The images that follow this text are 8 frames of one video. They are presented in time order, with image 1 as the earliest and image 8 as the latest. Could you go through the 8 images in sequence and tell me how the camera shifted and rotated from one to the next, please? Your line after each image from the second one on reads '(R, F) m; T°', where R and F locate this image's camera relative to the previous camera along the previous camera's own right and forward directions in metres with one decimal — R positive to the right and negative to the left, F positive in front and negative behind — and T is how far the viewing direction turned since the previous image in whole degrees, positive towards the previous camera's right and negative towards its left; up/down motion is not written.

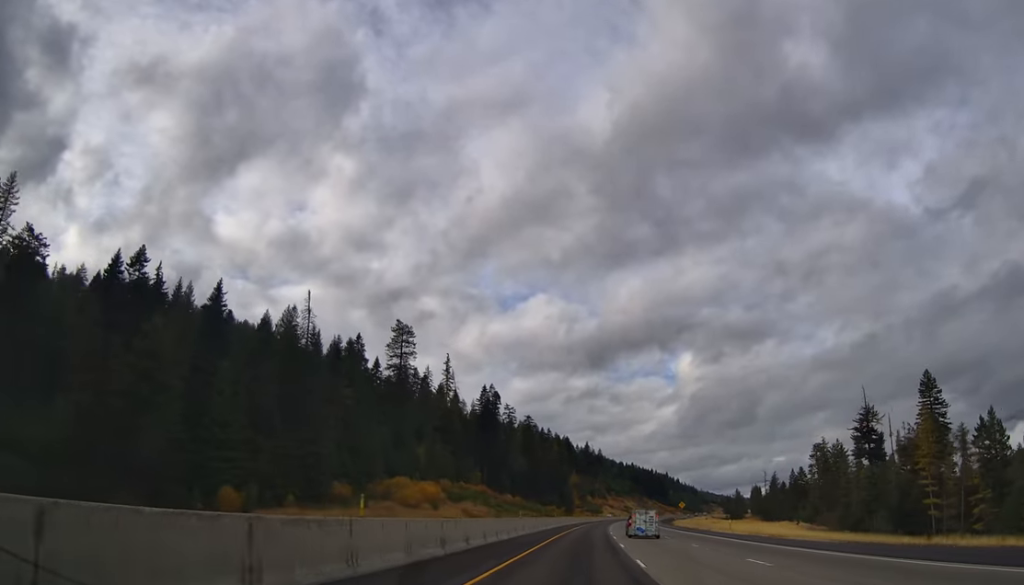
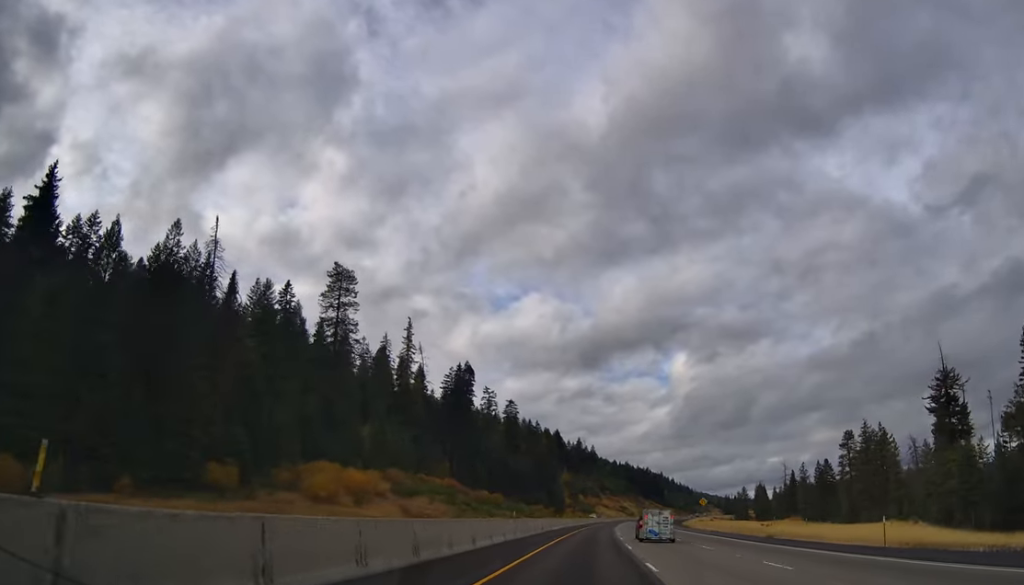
(-0.3, +38.7) m; 0°
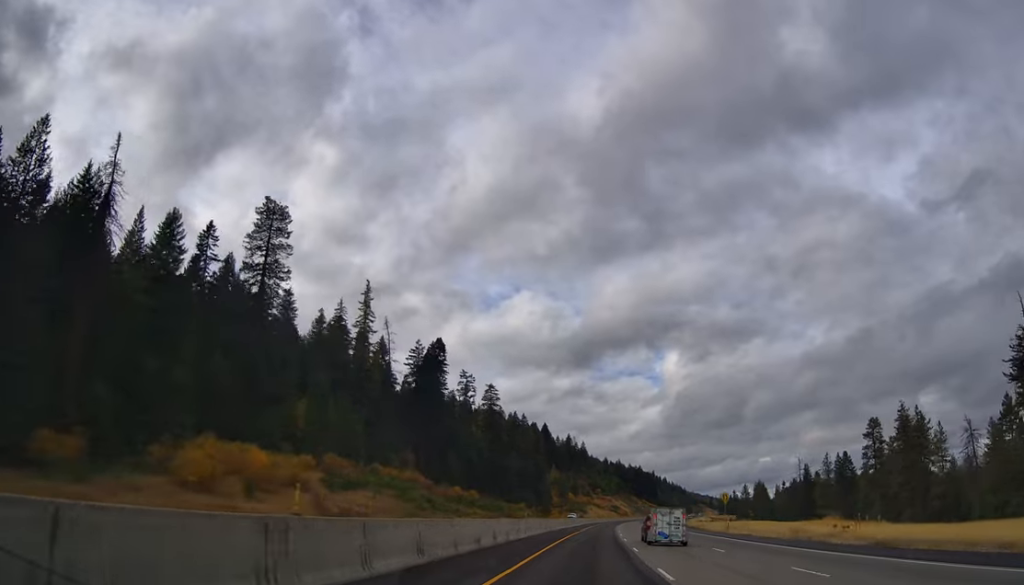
(+0.3, +27.1) m; +1°
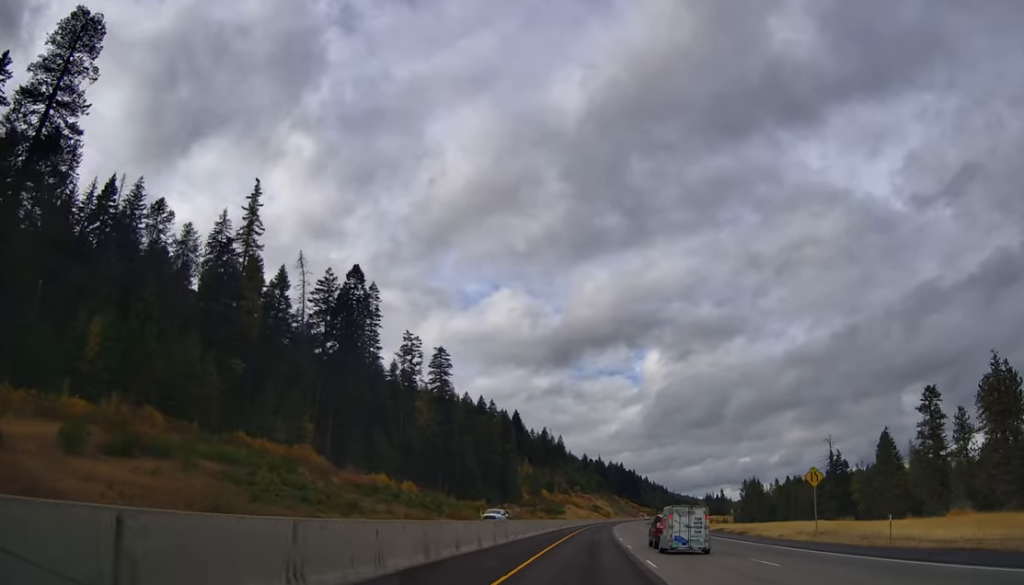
(+0.6, +44.7) m; +2°
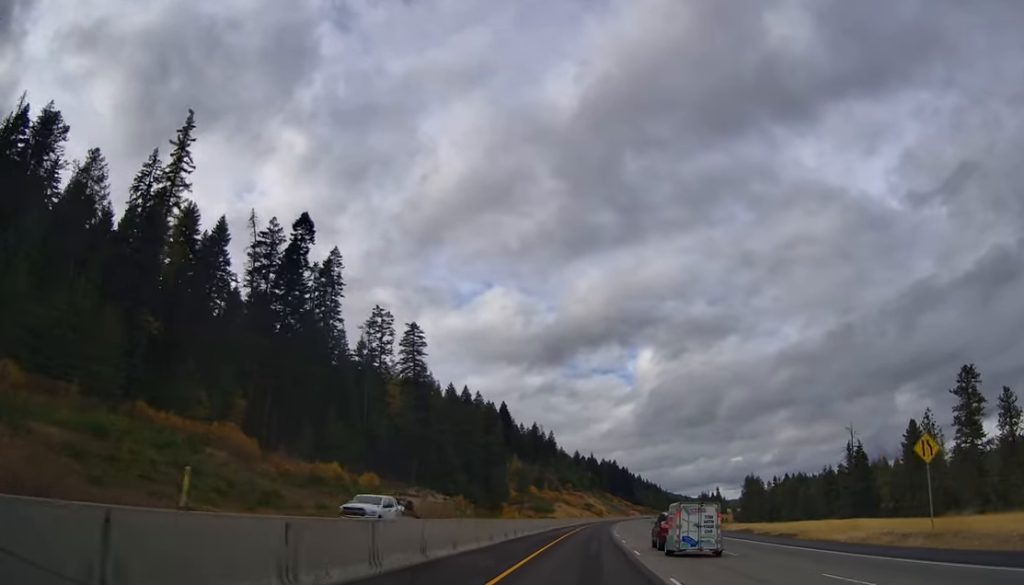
(+0.3, +19.1) m; +1°
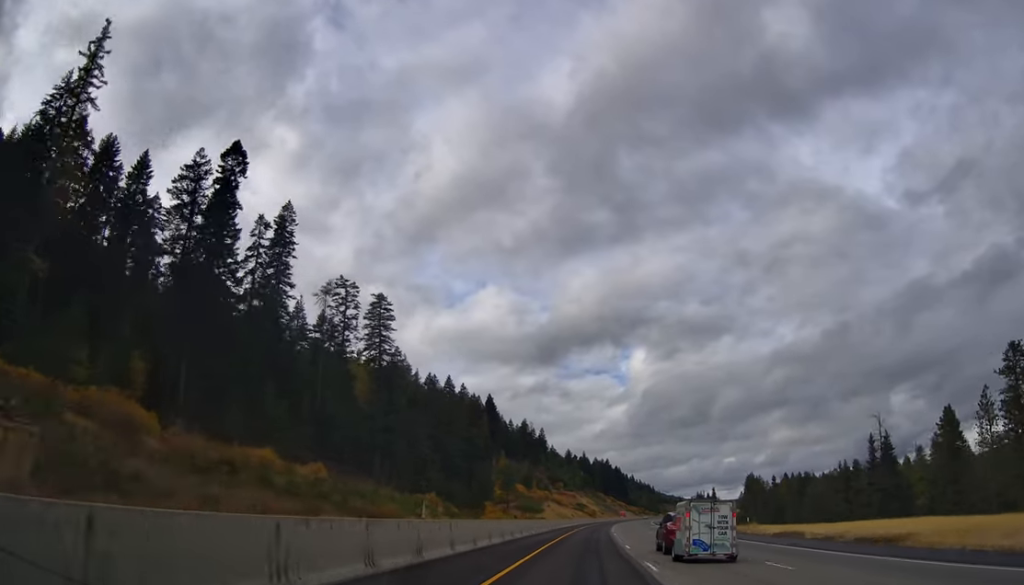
(+0.2, +19.2) m; +1°
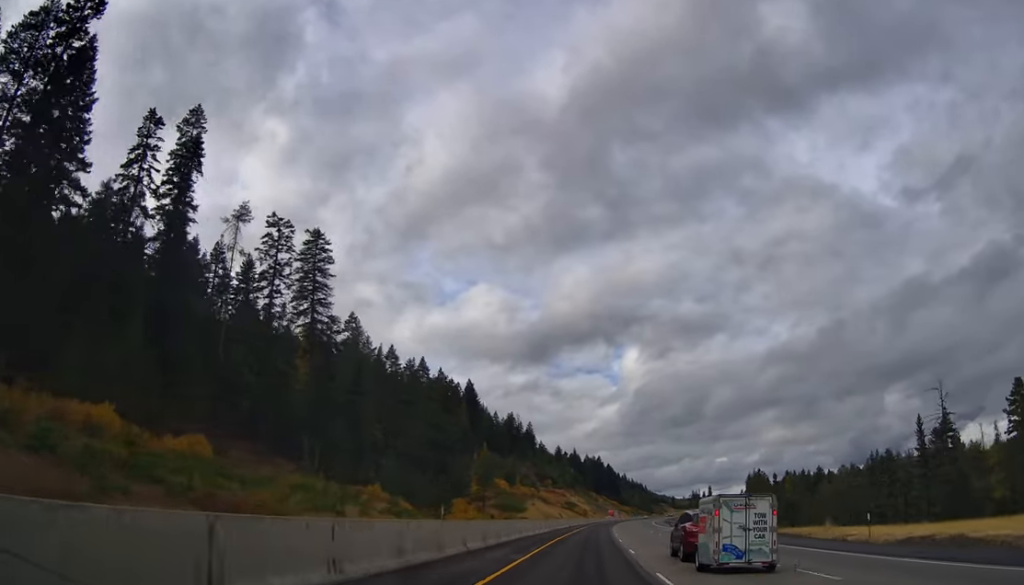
(+0.2, +28.2) m; +1°
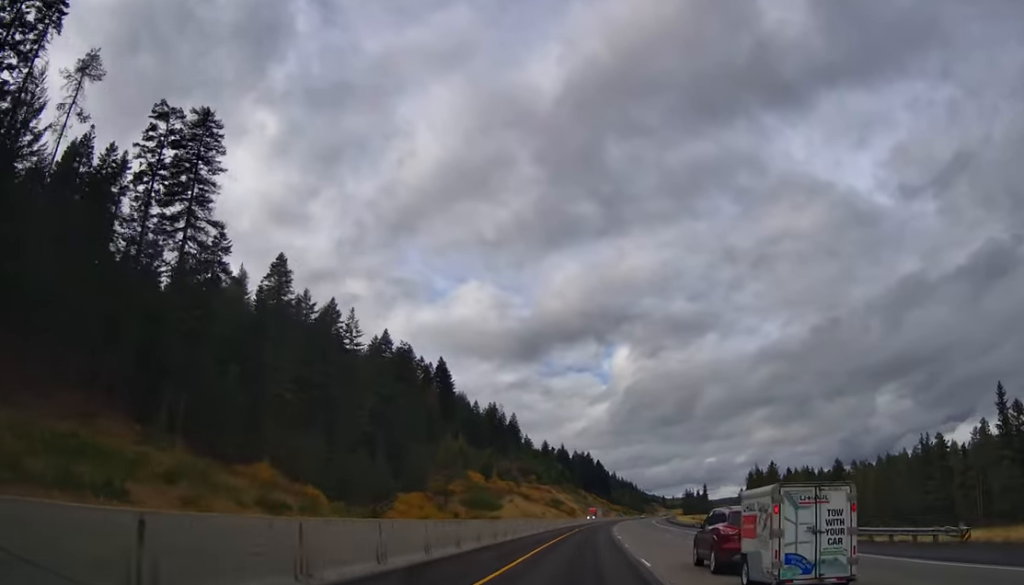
(+0.1, +31.5) m; +1°
